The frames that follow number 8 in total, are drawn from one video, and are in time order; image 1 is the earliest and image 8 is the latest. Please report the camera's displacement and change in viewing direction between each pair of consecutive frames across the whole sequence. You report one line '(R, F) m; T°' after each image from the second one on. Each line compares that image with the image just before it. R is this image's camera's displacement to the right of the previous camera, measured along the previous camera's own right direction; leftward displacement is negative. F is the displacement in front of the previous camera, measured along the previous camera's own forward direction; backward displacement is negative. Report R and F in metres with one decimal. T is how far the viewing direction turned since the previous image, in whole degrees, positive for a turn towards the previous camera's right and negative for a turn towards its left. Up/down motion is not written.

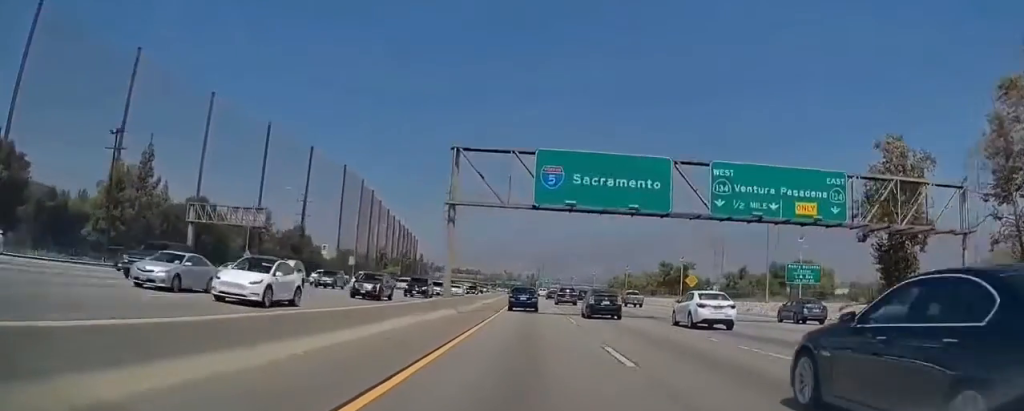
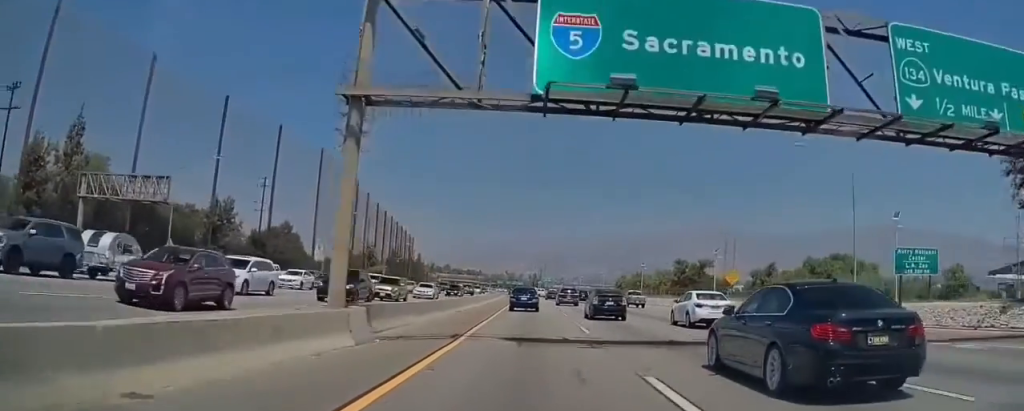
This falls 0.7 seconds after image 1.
(0.0, +20.1) m; 0°
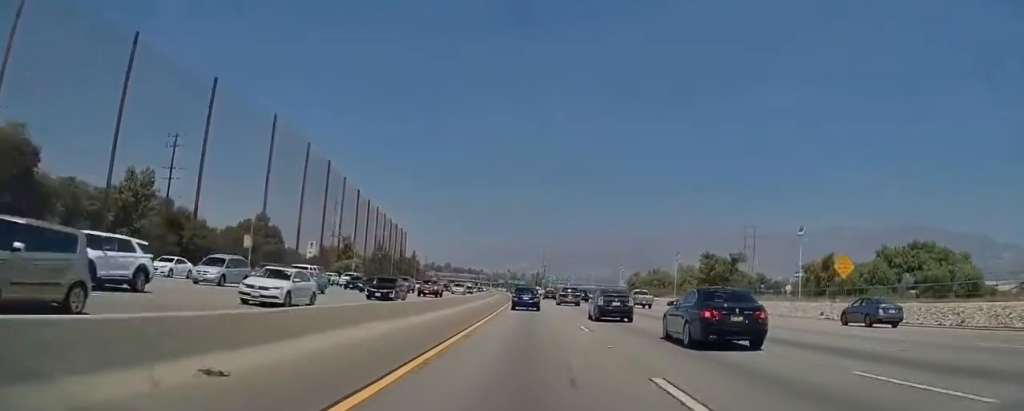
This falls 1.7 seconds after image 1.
(0.0, +29.3) m; 0°
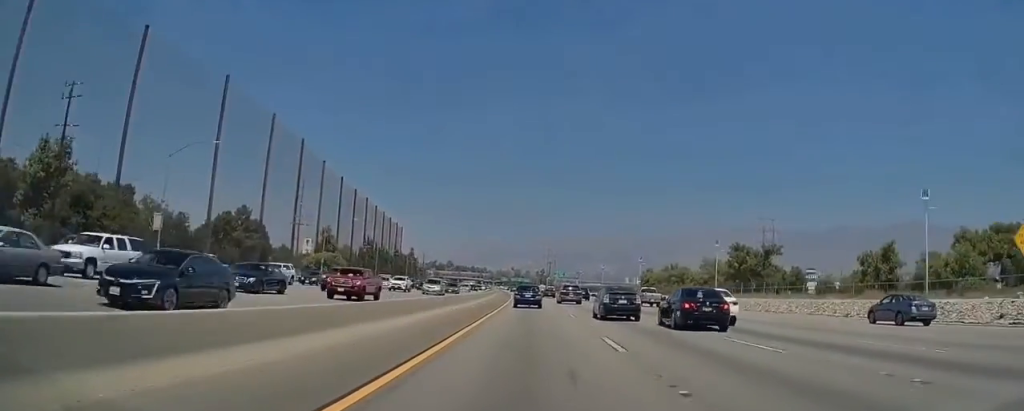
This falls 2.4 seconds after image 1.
(0.0, +21.0) m; 0°
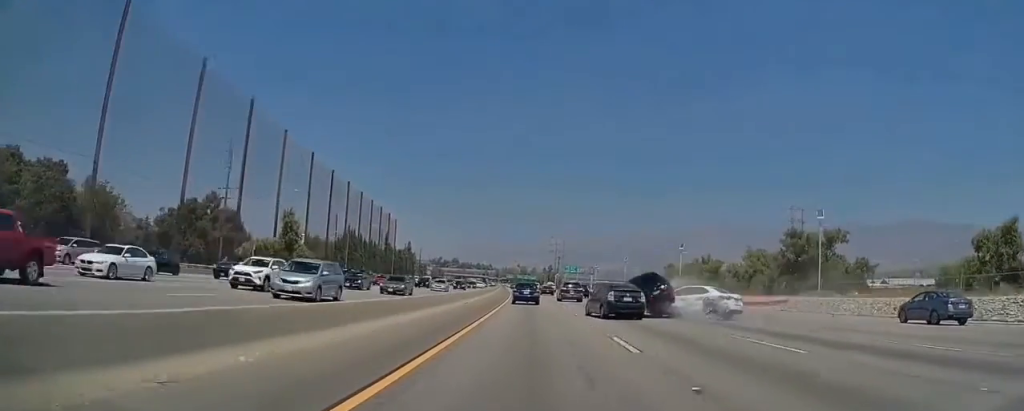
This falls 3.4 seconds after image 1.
(-0.1, +30.0) m; -2°
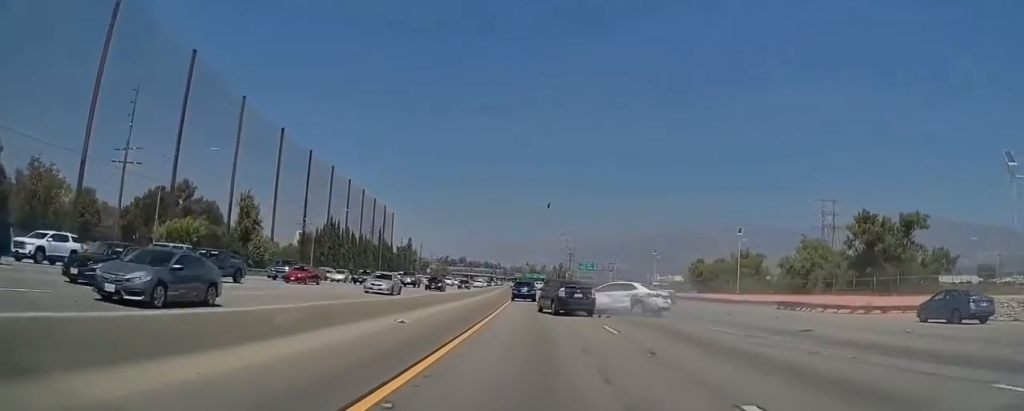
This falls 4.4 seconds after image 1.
(-0.7, +25.4) m; -1°
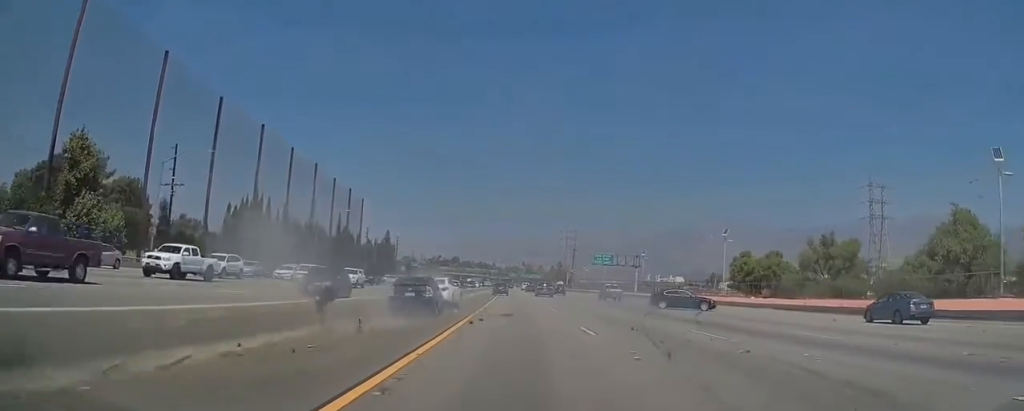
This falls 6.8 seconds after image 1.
(+0.9, +47.8) m; +1°
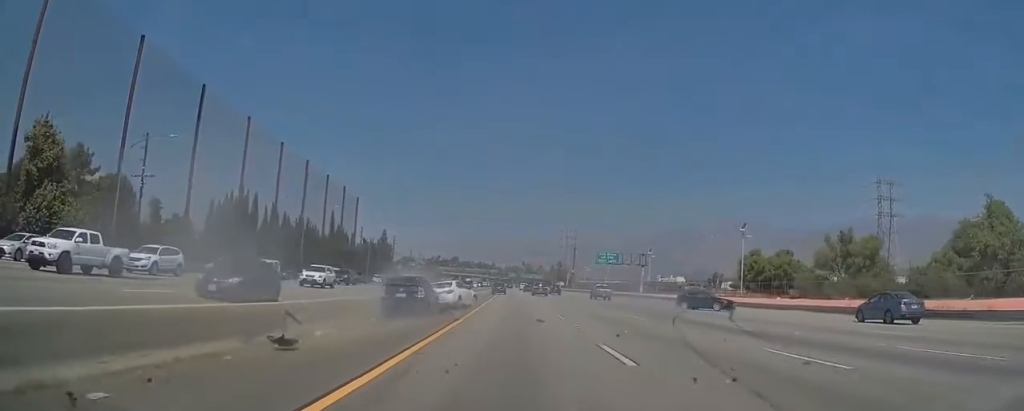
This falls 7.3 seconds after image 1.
(-0.2, +7.2) m; 0°
